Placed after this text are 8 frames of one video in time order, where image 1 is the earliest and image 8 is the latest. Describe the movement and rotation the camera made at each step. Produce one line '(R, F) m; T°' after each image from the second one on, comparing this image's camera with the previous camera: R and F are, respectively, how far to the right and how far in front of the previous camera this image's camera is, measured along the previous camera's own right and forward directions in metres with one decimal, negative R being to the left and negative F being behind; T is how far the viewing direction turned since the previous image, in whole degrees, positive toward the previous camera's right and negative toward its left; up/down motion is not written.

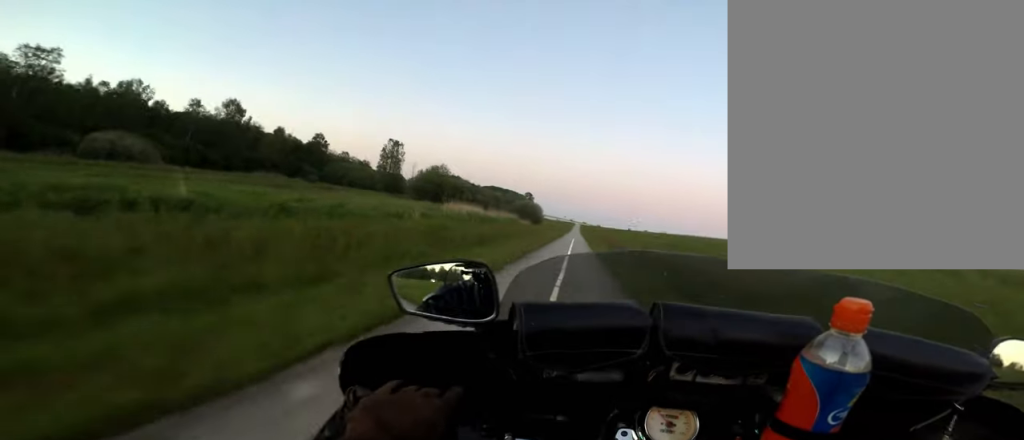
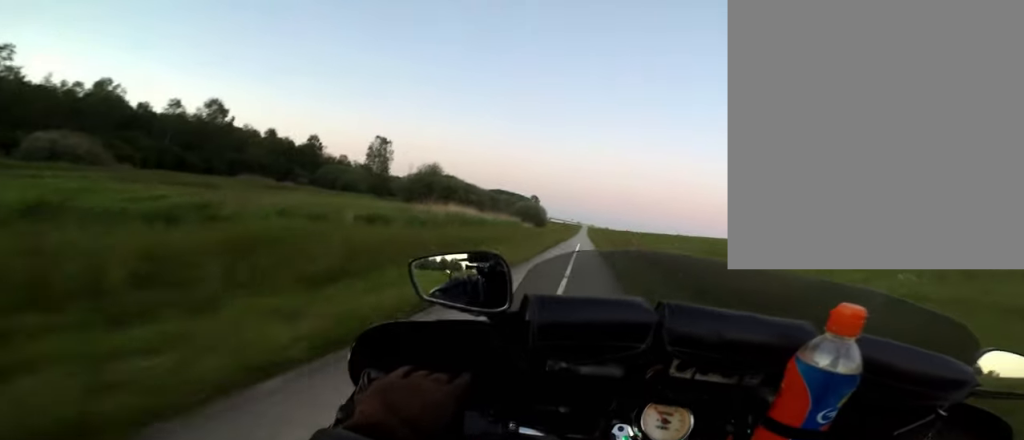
(0.0, +7.6) m; 0°
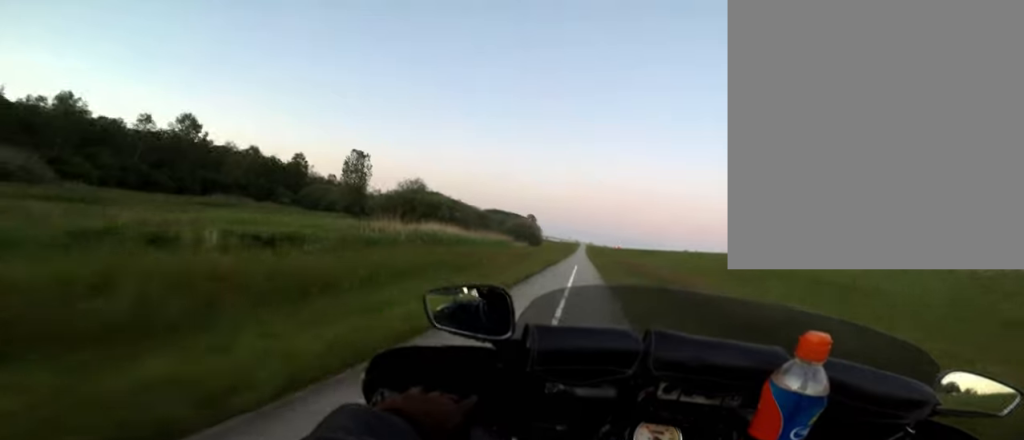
(0.0, +6.0) m; -1°
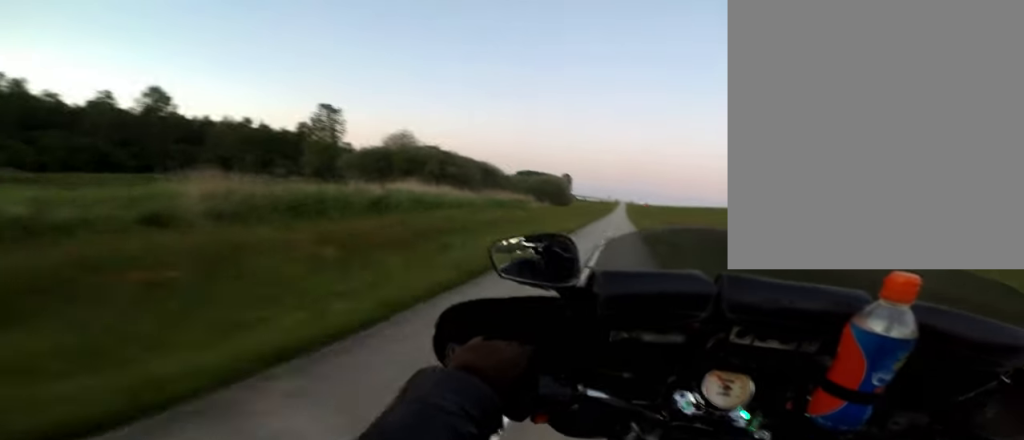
(-1.1, +14.2) m; -6°
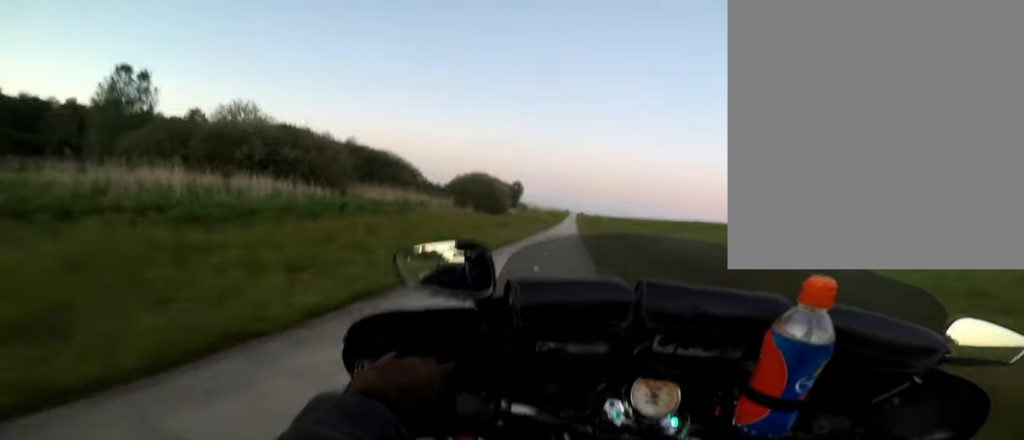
(+0.8, +17.4) m; +7°
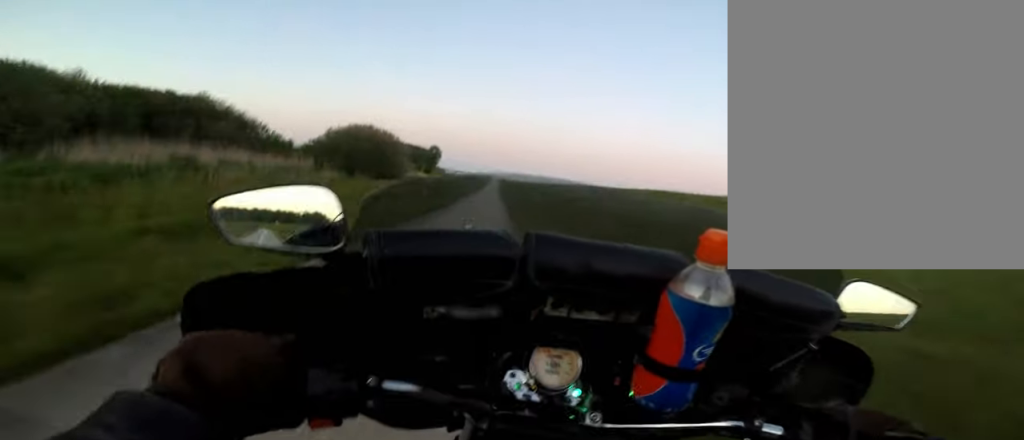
(0.0, +13.3) m; -1°
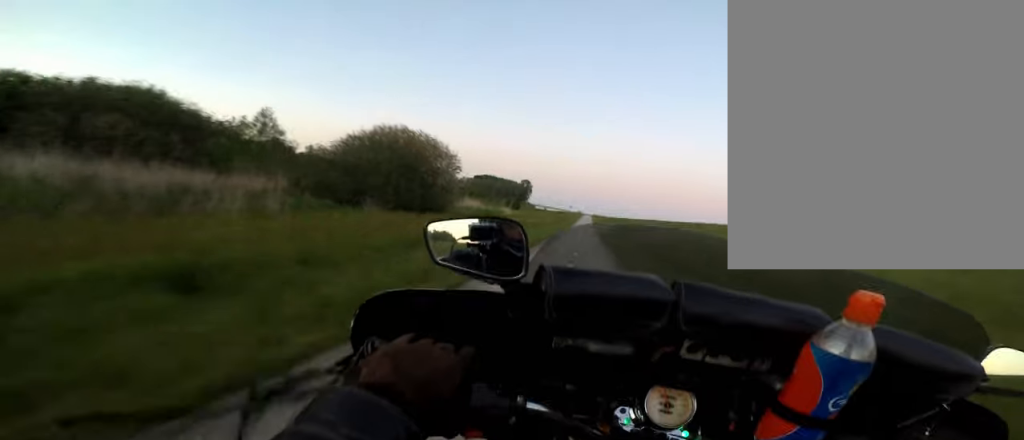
(-1.0, +16.0) m; -6°
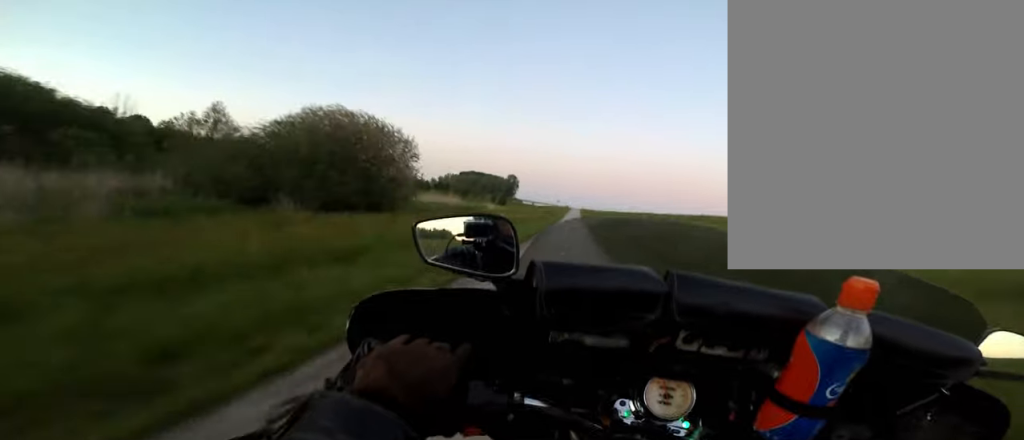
(-0.5, +5.3) m; 0°
